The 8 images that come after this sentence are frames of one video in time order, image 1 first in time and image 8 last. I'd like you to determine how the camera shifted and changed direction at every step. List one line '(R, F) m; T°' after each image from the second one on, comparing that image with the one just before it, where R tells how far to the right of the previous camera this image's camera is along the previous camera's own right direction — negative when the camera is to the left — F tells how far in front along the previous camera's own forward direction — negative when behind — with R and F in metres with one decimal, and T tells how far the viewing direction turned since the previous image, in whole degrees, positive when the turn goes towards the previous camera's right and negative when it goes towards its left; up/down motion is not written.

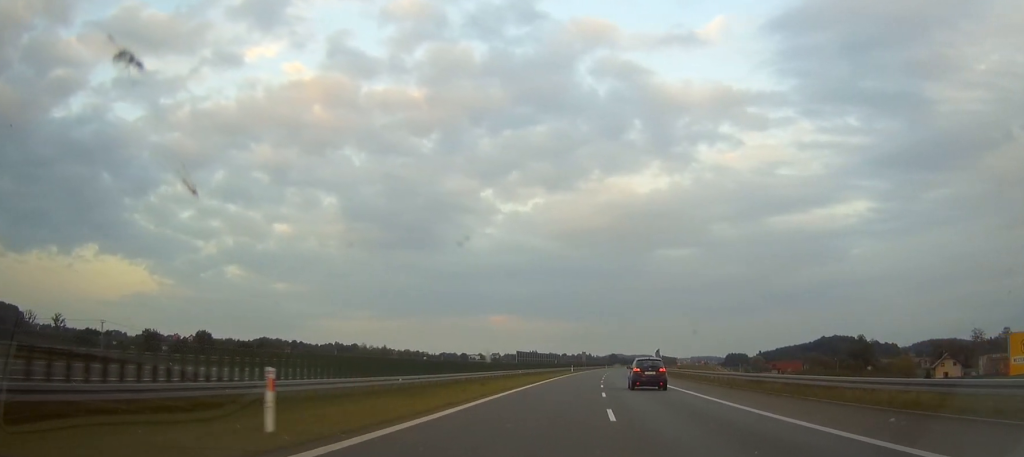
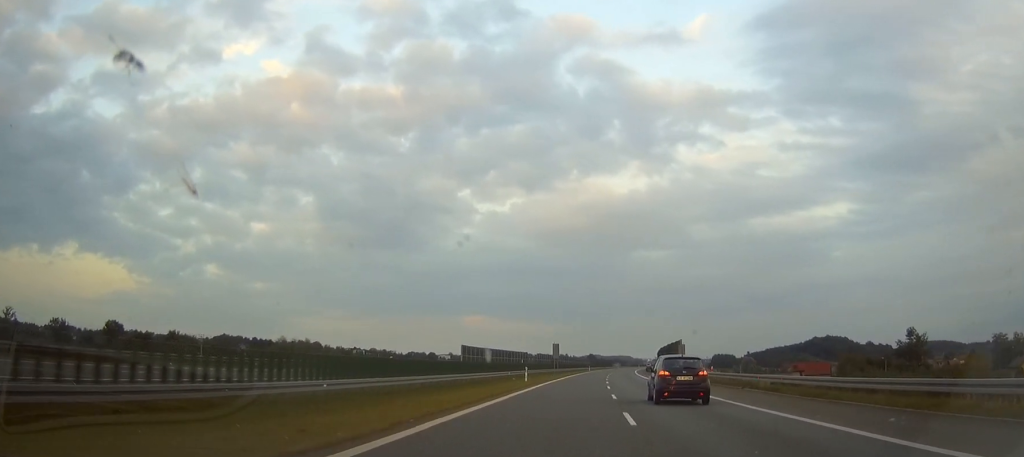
(+0.6, +61.1) m; +2°
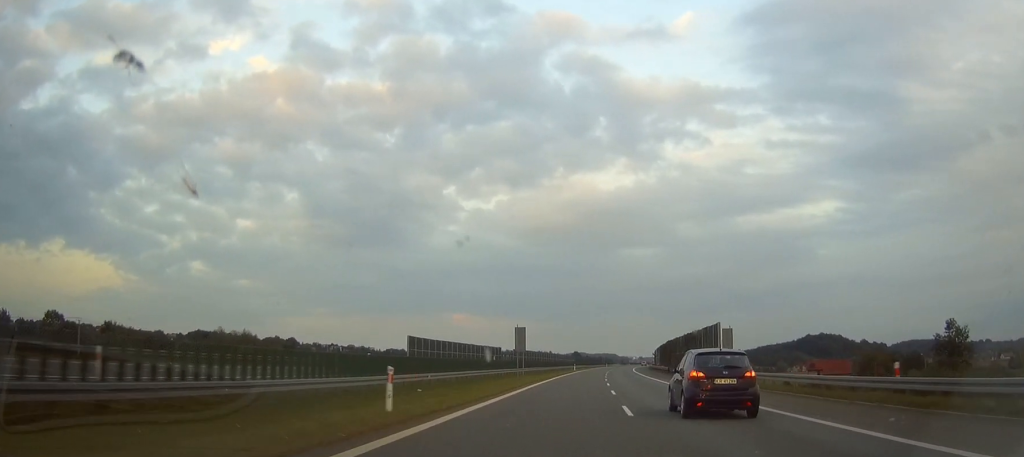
(+0.3, +33.7) m; +1°
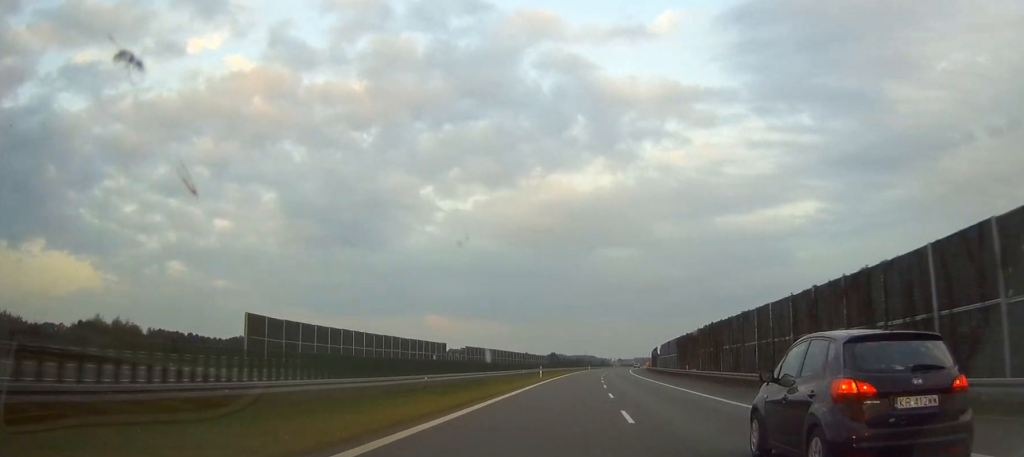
(+0.7, +49.8) m; +2°
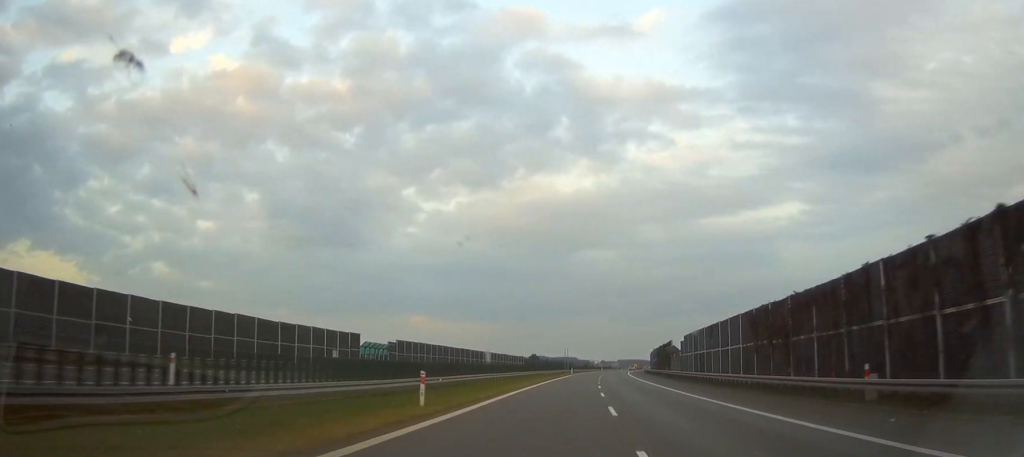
(+0.5, +45.0) m; +1°
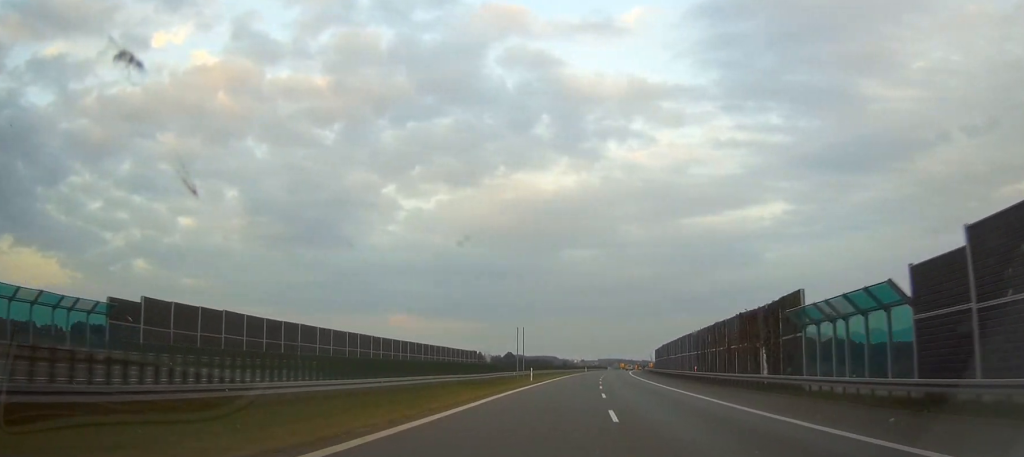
(+1.0, +62.8) m; +2°
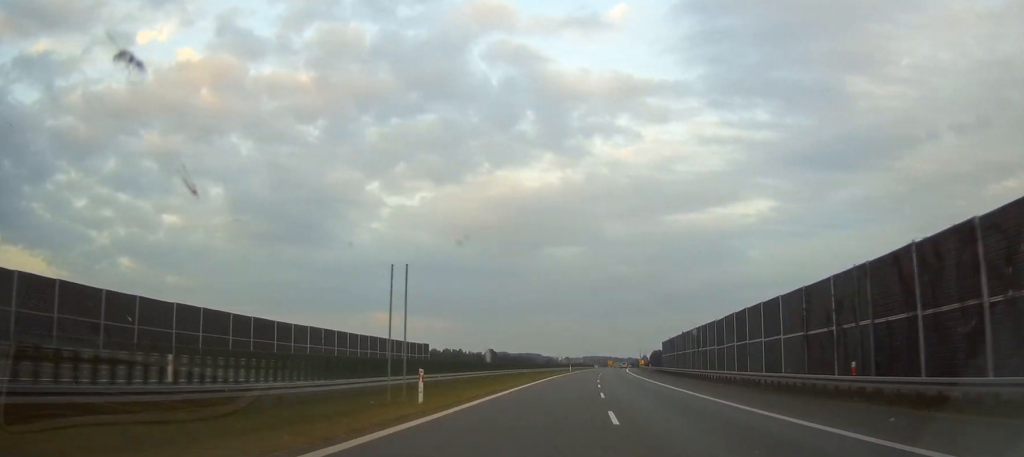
(+0.3, +37.0) m; +1°
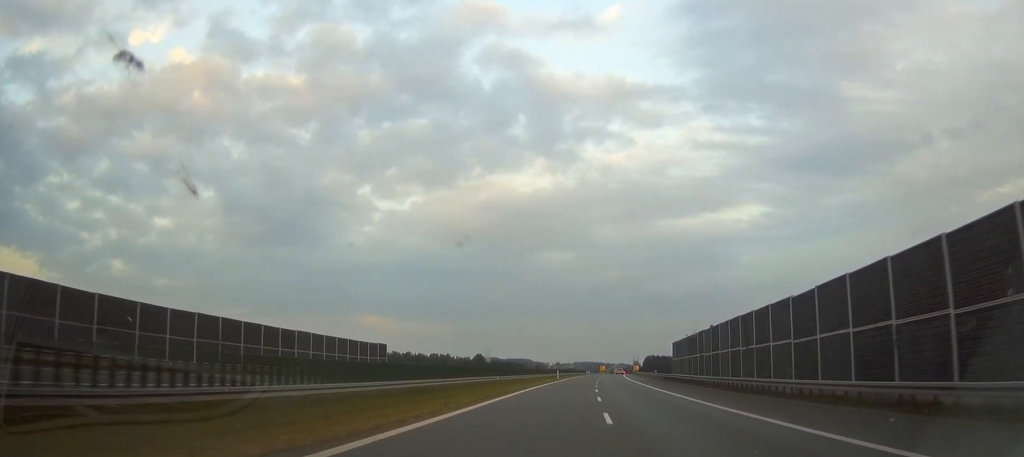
(+0.4, +22.6) m; 0°
